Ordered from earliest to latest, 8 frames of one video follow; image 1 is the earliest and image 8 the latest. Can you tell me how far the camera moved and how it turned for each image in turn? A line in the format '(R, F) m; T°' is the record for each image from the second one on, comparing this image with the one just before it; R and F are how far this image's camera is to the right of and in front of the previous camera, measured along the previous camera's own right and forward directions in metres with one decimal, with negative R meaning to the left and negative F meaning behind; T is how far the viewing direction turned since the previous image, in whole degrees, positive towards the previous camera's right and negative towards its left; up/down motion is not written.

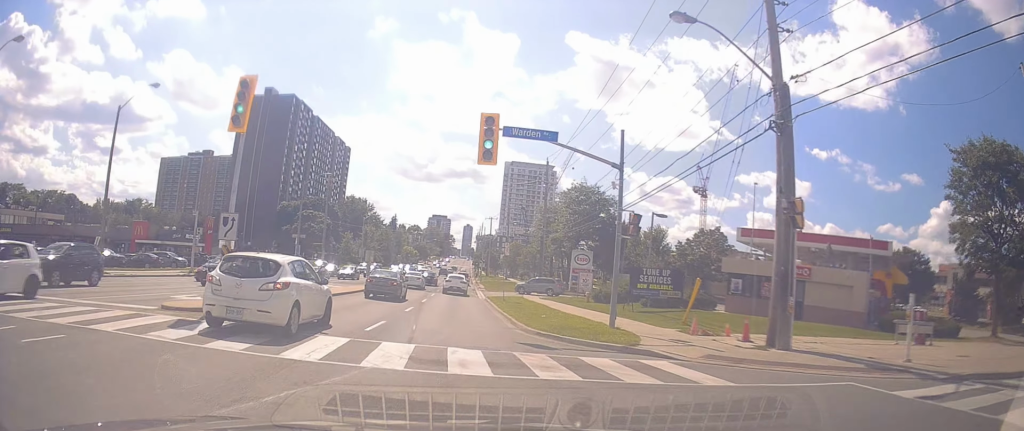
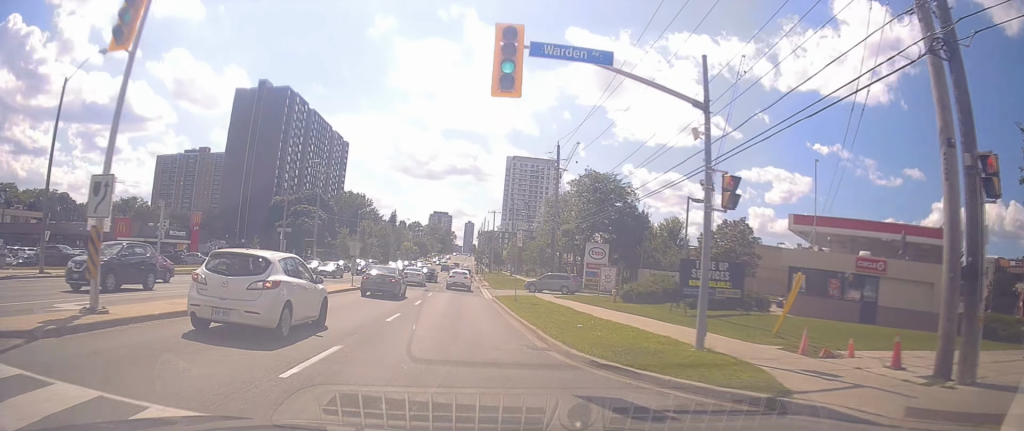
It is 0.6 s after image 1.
(0.0, +7.6) m; +1°
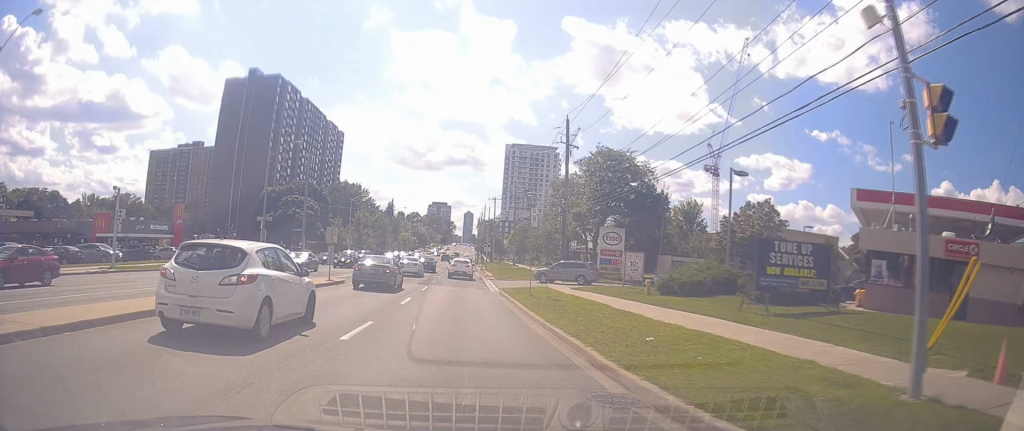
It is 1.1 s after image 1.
(+0.1, +6.8) m; +1°
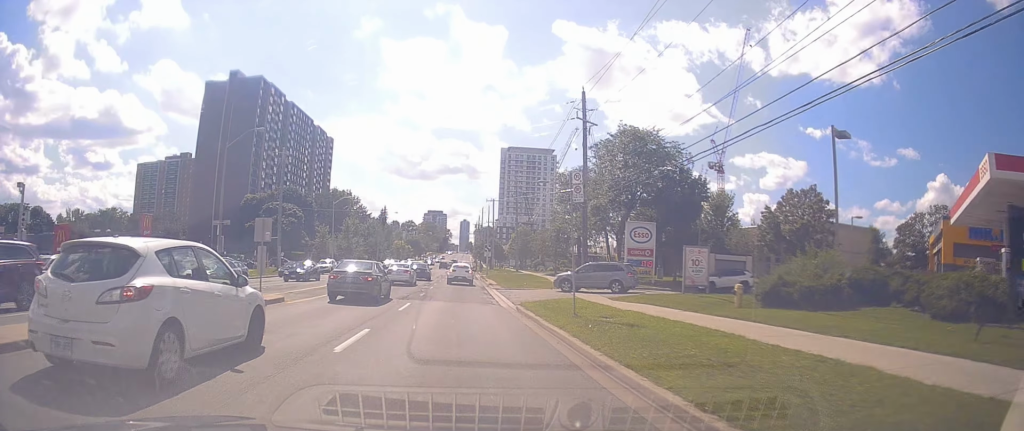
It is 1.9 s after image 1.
(+0.1, +9.9) m; 0°
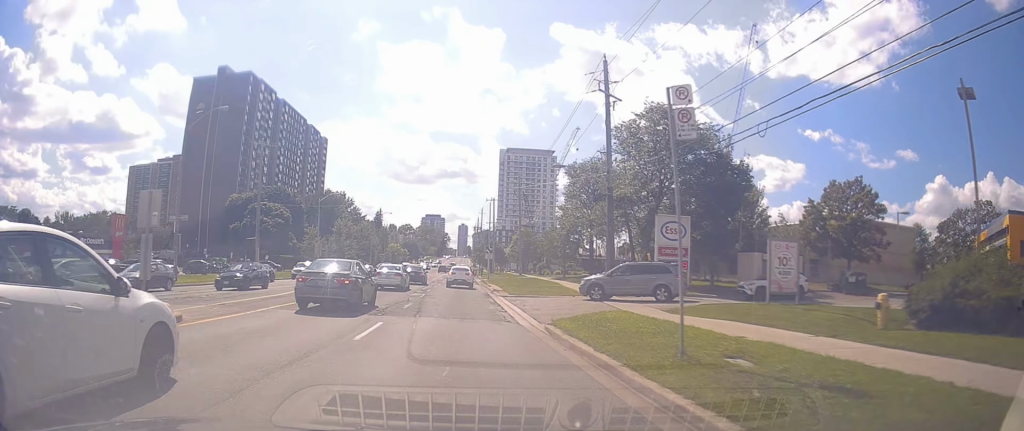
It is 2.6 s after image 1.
(0.0, +7.1) m; 0°
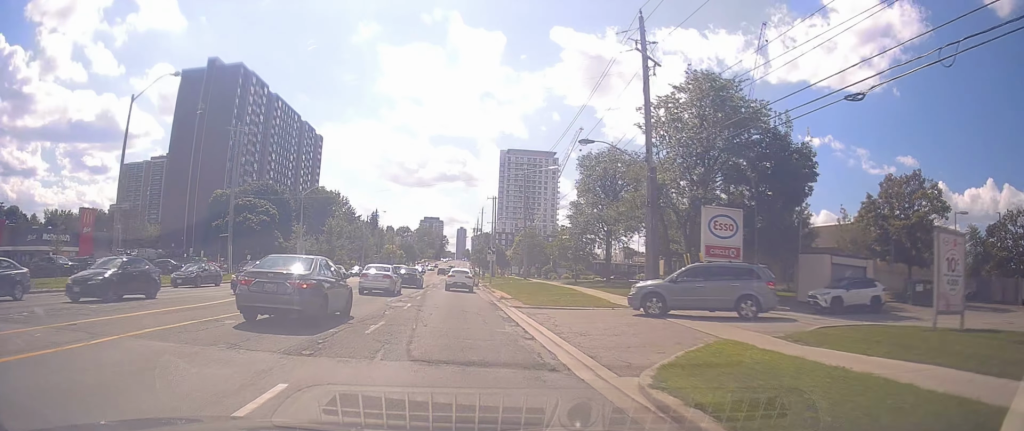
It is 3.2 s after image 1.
(0.0, +6.9) m; -1°
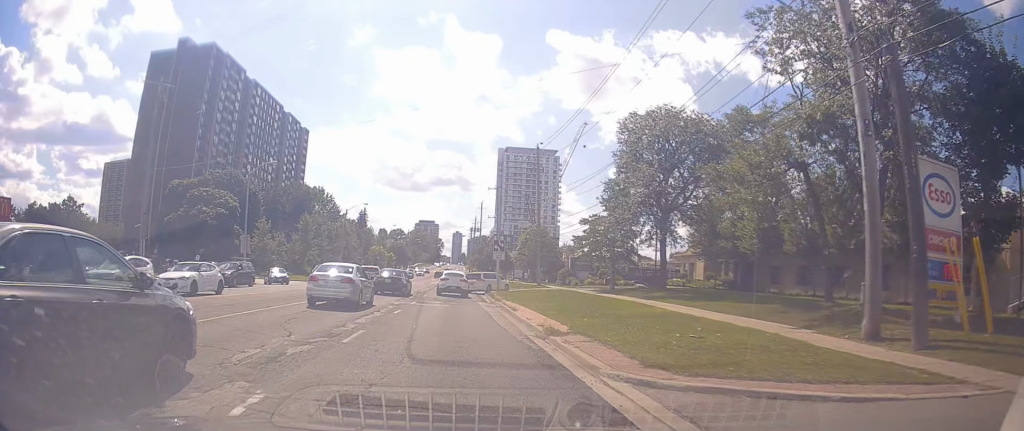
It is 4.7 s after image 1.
(-0.2, +14.1) m; +1°
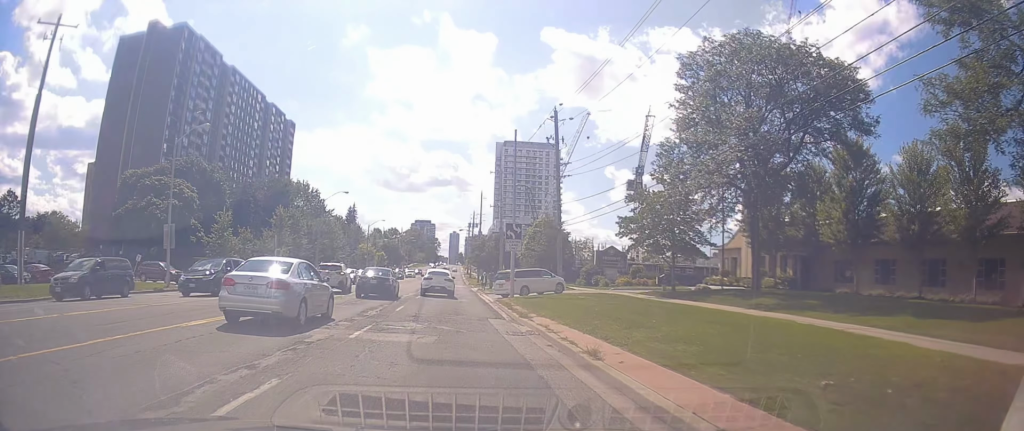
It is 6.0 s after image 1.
(+0.4, +13.0) m; +2°
